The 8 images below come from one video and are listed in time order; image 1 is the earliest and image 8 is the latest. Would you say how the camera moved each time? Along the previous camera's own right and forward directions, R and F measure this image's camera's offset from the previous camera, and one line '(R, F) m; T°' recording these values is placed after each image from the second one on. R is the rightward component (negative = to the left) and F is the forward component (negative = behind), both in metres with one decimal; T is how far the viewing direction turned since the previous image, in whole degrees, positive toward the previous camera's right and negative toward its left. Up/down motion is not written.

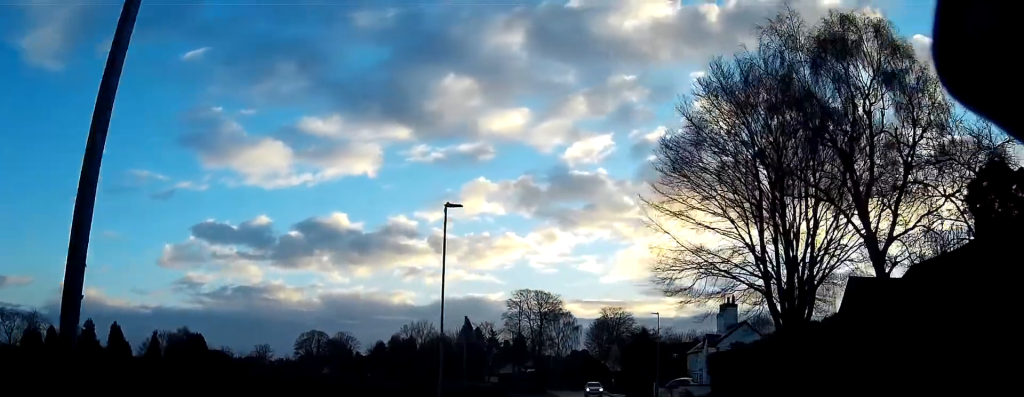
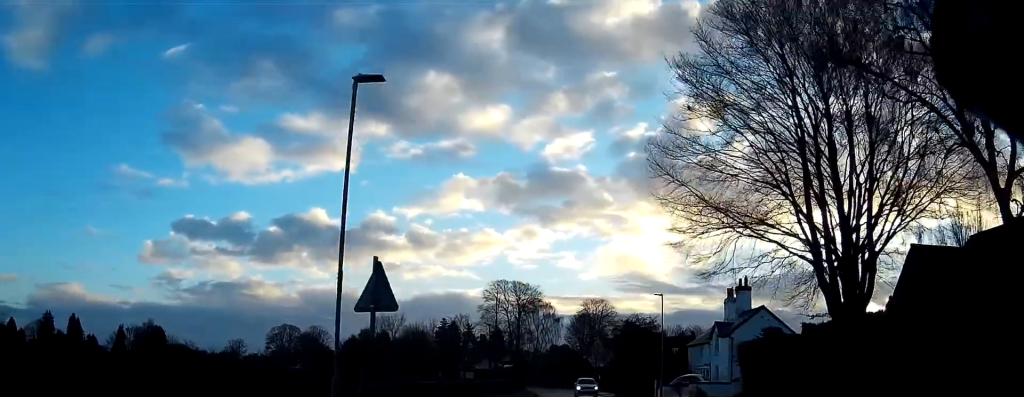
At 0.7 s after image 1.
(+0.3, +9.8) m; +1°
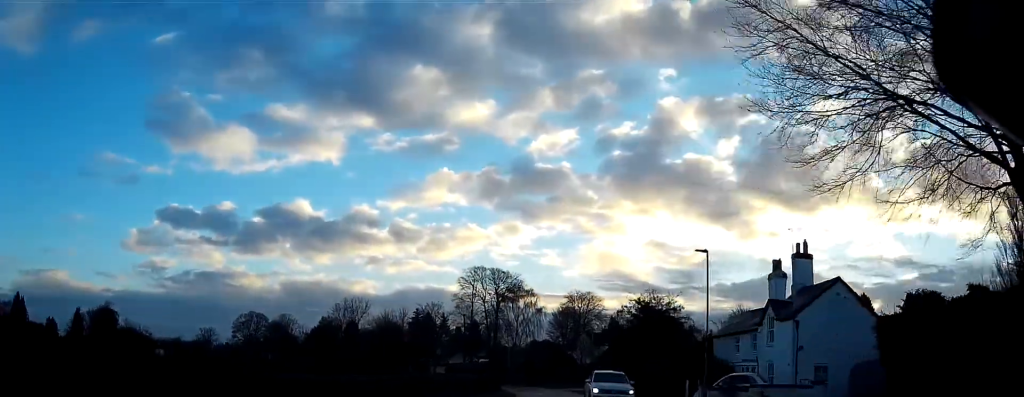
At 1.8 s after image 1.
(+0.1, +15.2) m; 0°
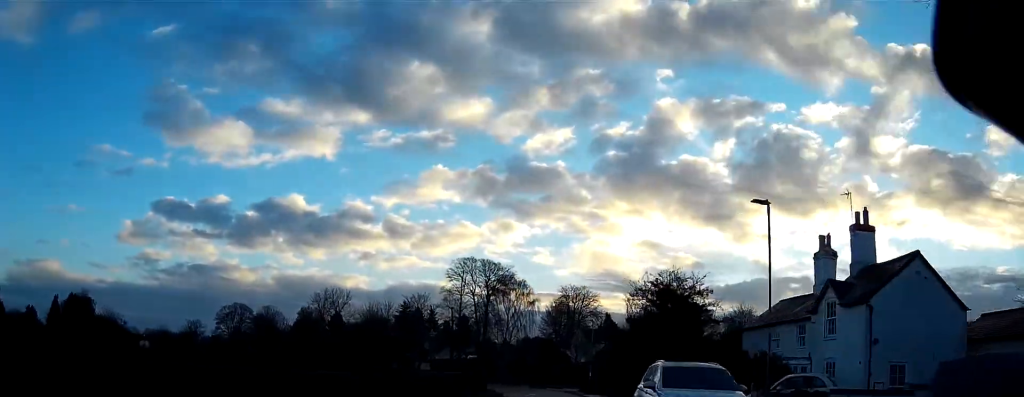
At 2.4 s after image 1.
(0.0, +8.3) m; 0°
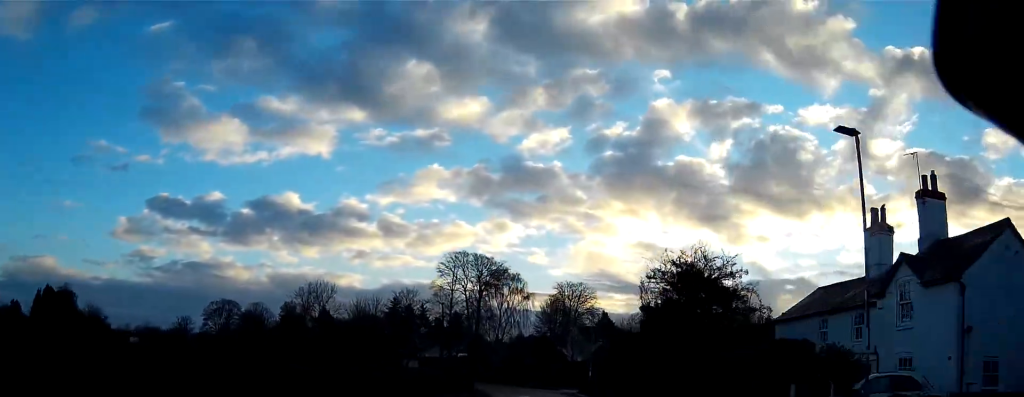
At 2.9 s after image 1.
(0.0, +6.5) m; 0°
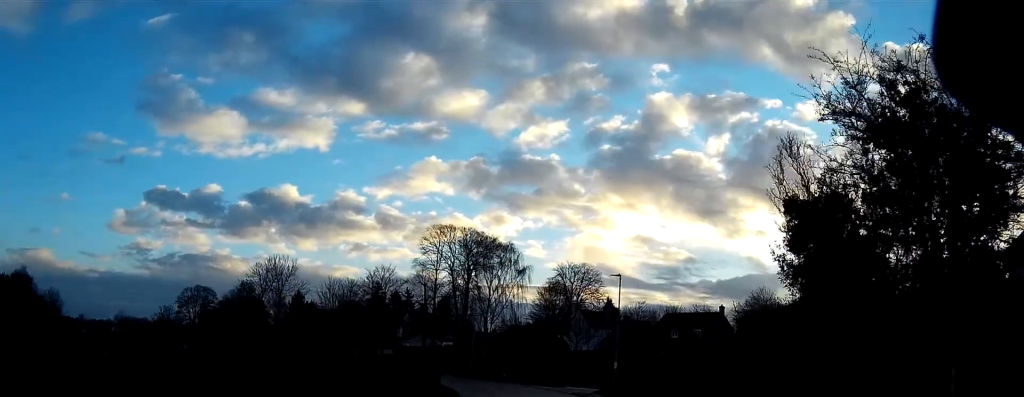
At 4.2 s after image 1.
(+0.3, +19.0) m; +1°
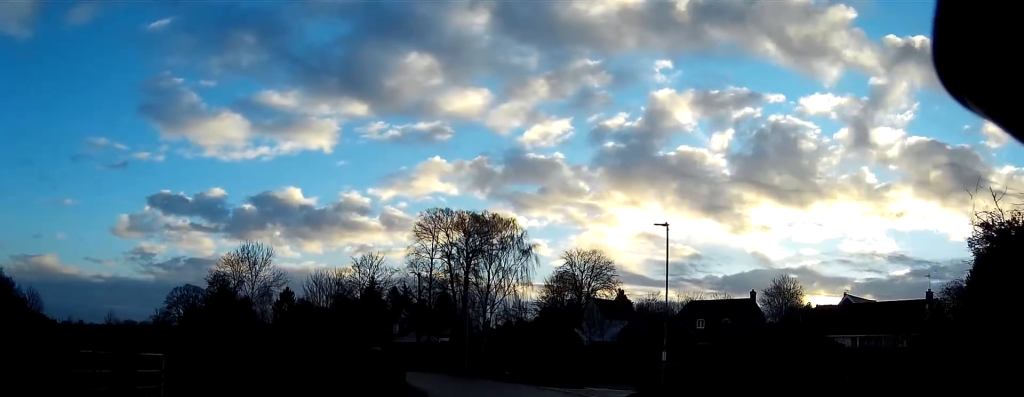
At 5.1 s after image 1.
(0.0, +12.3) m; -1°
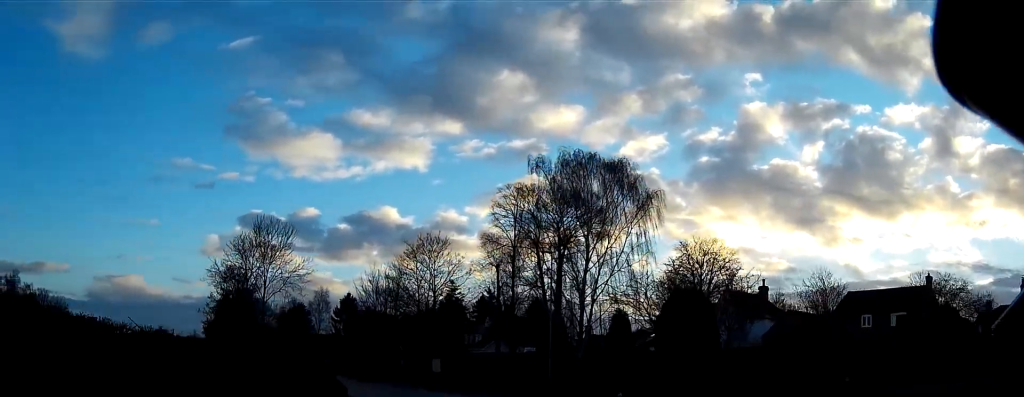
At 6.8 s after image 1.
(-0.9, +24.6) m; -7°
